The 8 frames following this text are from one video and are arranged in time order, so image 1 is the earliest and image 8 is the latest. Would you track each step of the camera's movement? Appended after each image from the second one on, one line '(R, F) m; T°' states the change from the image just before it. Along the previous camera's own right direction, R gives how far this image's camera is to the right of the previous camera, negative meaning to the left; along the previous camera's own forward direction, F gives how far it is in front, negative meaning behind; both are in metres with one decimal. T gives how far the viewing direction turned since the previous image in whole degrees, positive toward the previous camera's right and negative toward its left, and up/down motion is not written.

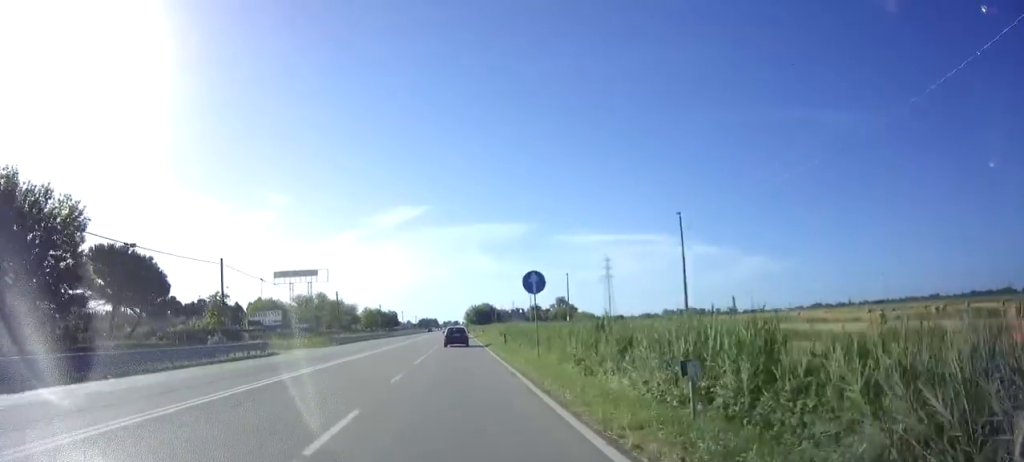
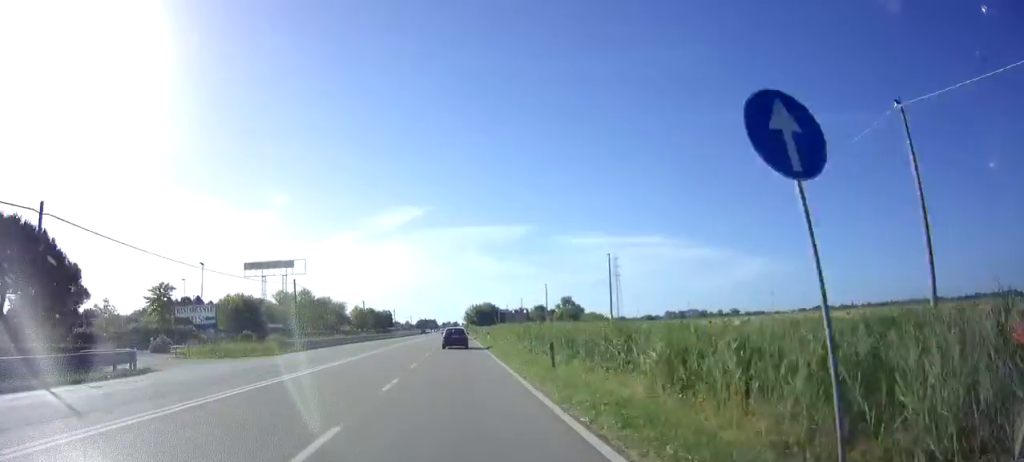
(0.0, +16.0) m; 0°
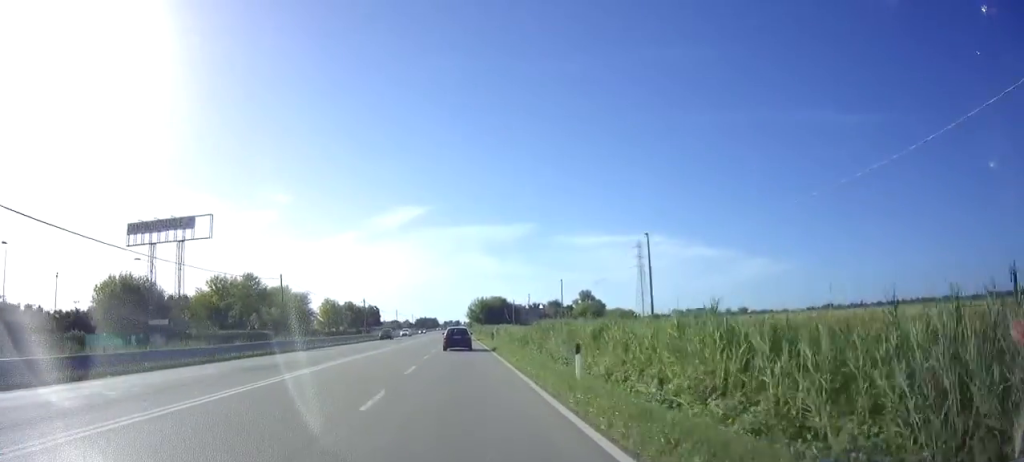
(0.0, +38.3) m; +1°
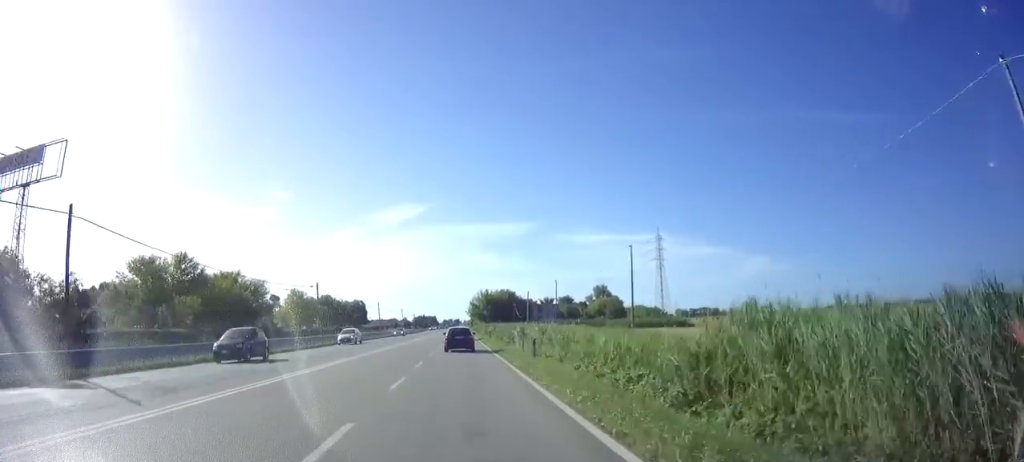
(+0.2, +25.5) m; 0°
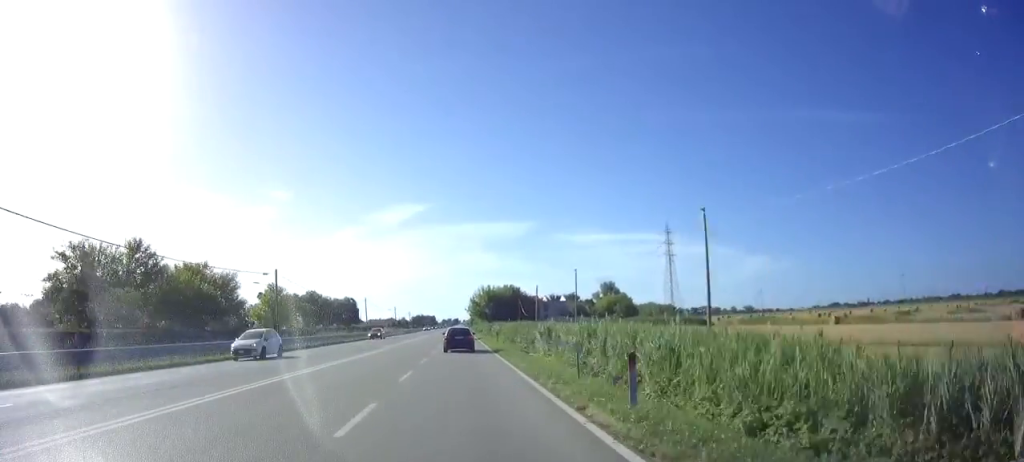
(-0.1, +11.7) m; 0°
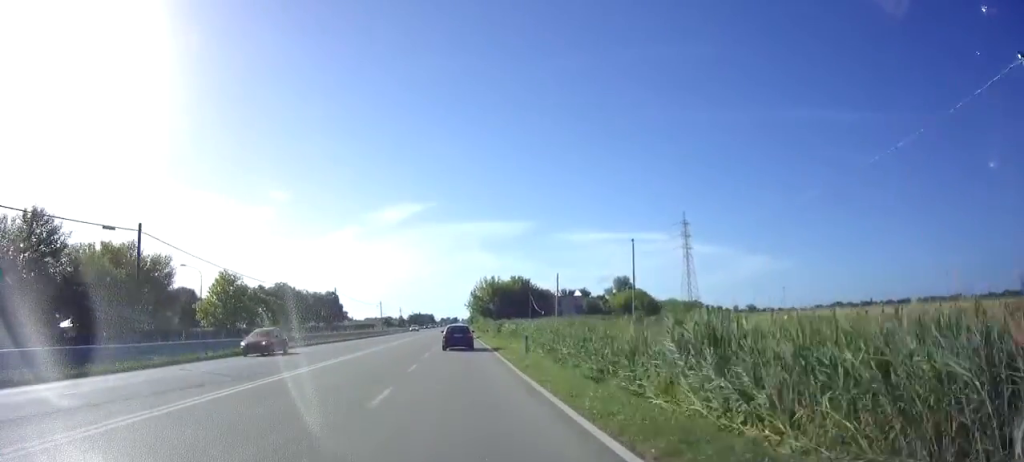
(-0.1, +18.7) m; 0°
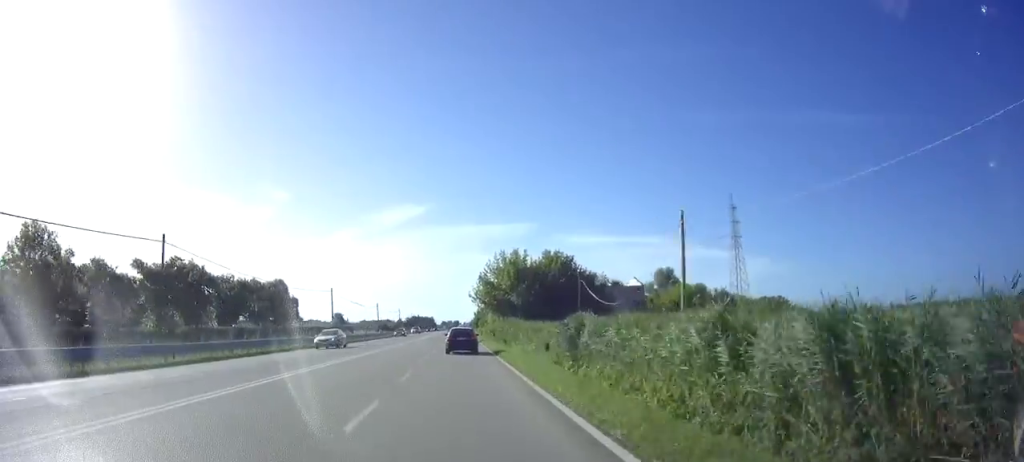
(0.0, +37.7) m; 0°
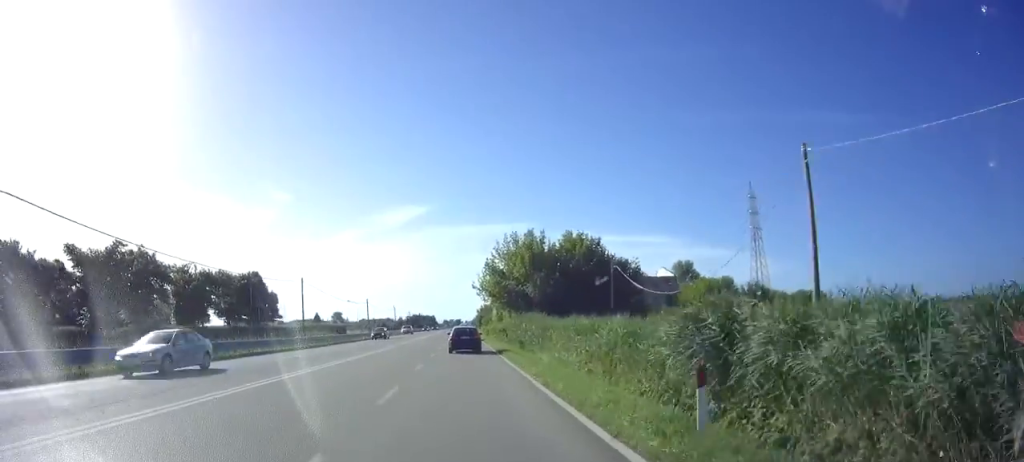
(+0.1, +11.5) m; 0°
